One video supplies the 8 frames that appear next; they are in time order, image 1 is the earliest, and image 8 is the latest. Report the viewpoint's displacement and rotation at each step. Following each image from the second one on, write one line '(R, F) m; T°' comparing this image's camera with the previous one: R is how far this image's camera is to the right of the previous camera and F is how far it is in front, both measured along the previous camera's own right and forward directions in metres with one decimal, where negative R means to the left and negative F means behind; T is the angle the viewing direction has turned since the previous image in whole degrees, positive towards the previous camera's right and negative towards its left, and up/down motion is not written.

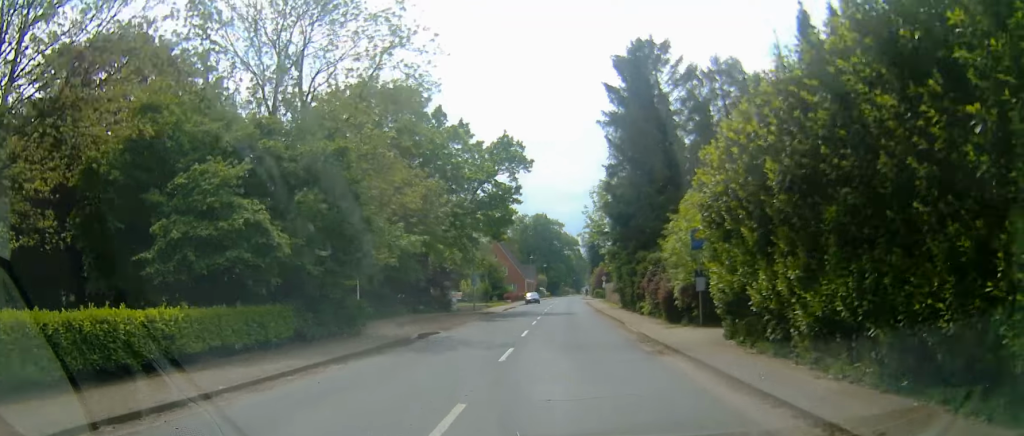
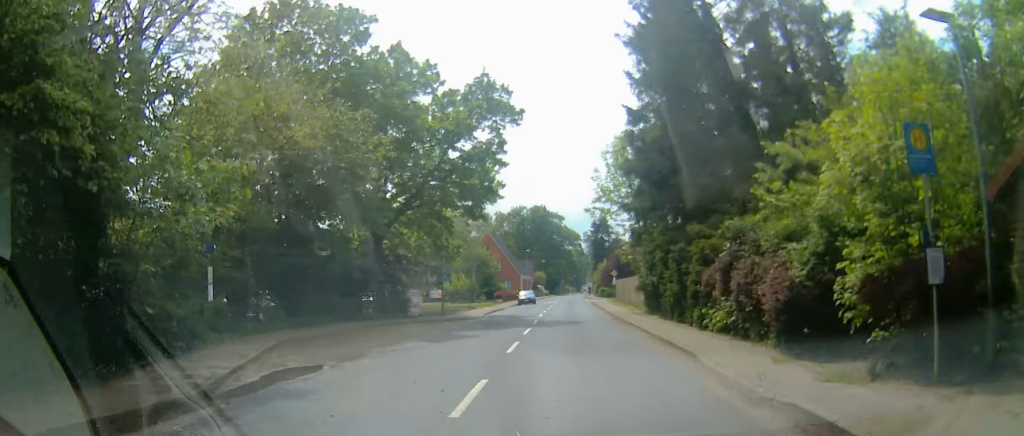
(+0.1, +14.0) m; 0°
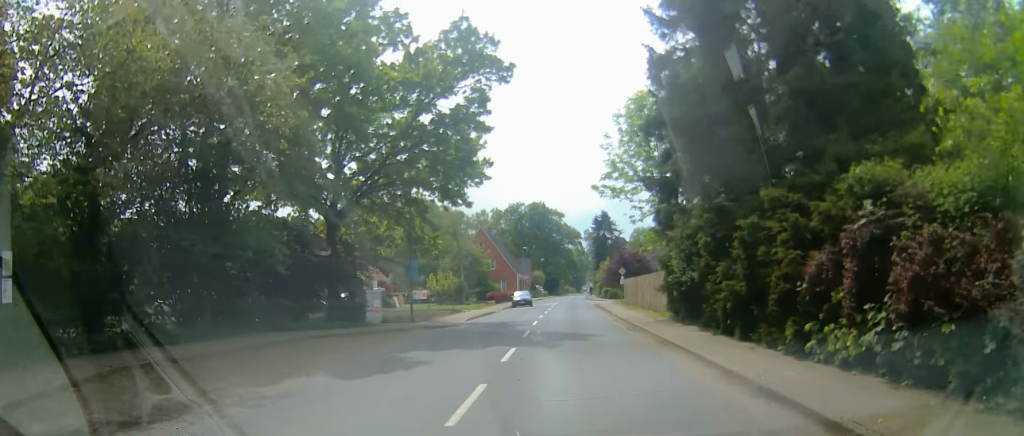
(0.0, +8.0) m; 0°
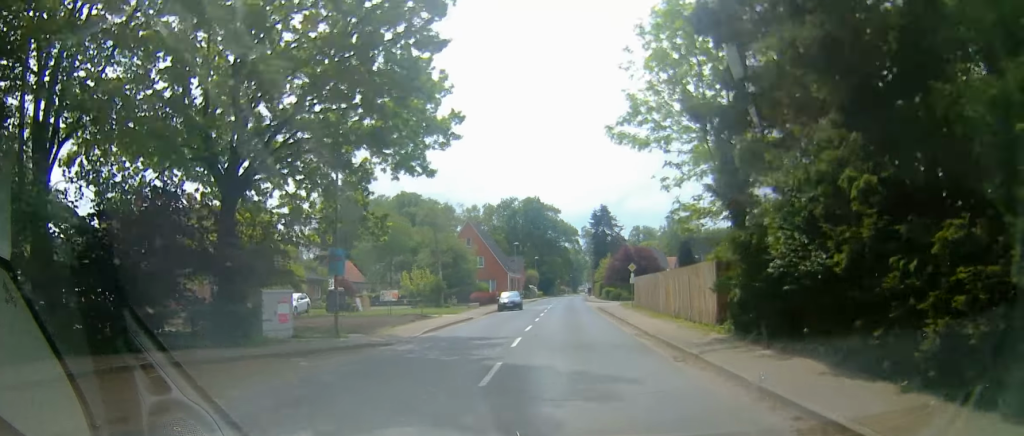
(0.0, +10.0) m; 0°
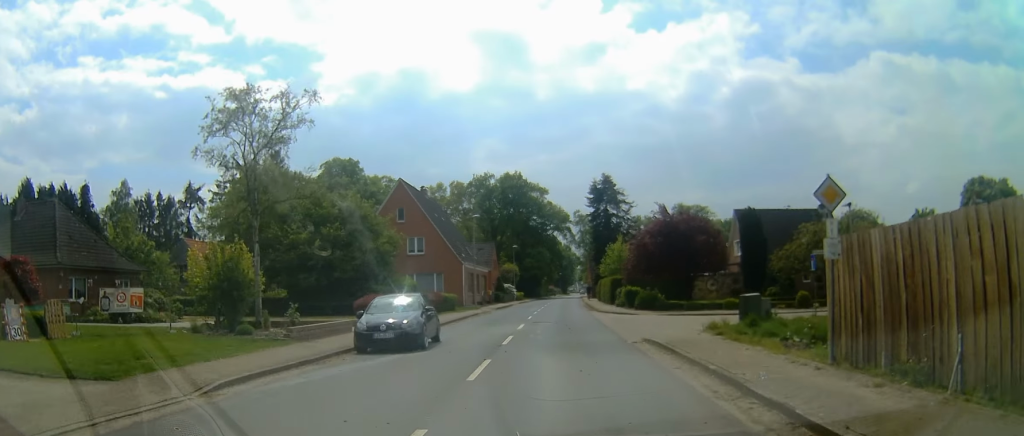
(0.0, +33.3) m; +3°
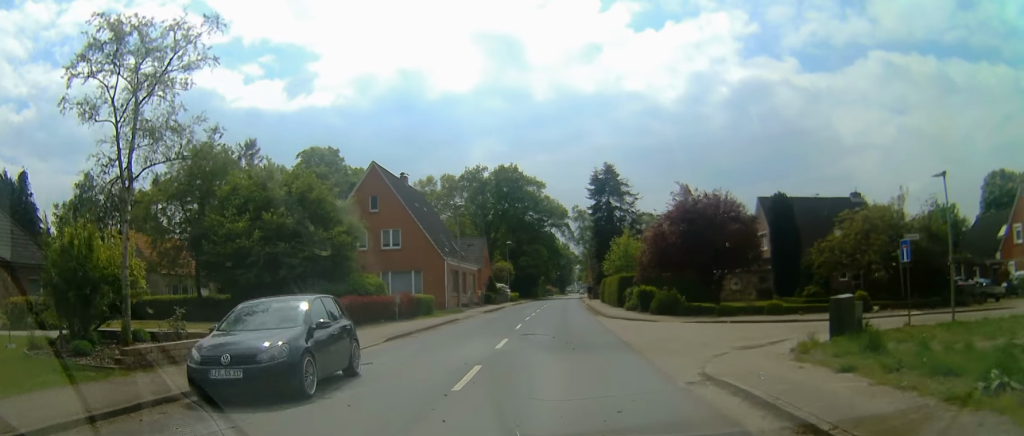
(+0.3, +7.8) m; 0°
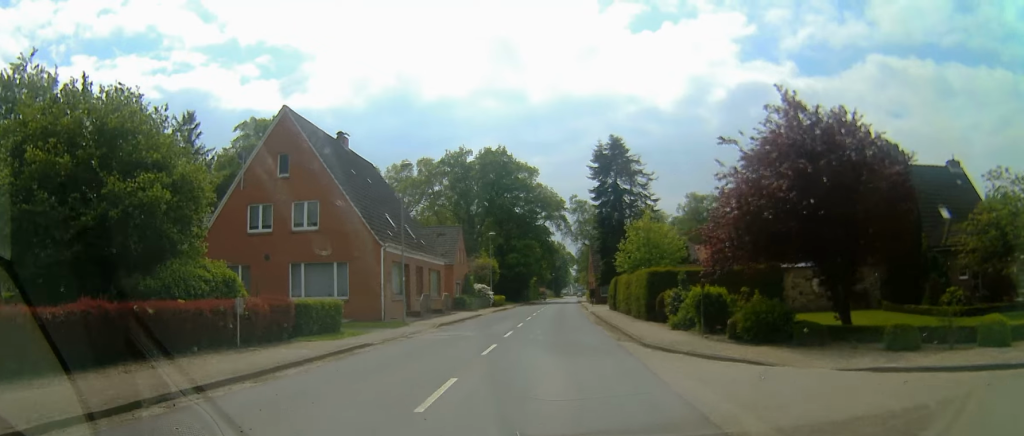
(+0.1, +16.2) m; 0°
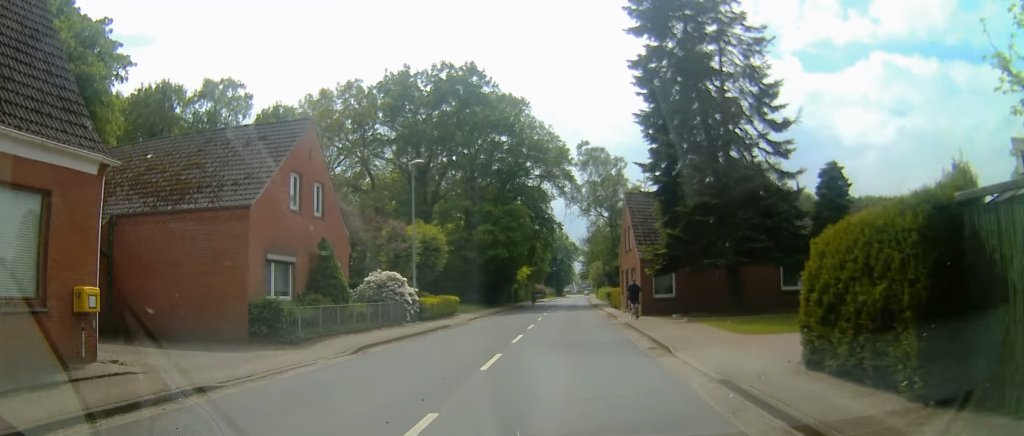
(-0.3, +37.8) m; -3°
